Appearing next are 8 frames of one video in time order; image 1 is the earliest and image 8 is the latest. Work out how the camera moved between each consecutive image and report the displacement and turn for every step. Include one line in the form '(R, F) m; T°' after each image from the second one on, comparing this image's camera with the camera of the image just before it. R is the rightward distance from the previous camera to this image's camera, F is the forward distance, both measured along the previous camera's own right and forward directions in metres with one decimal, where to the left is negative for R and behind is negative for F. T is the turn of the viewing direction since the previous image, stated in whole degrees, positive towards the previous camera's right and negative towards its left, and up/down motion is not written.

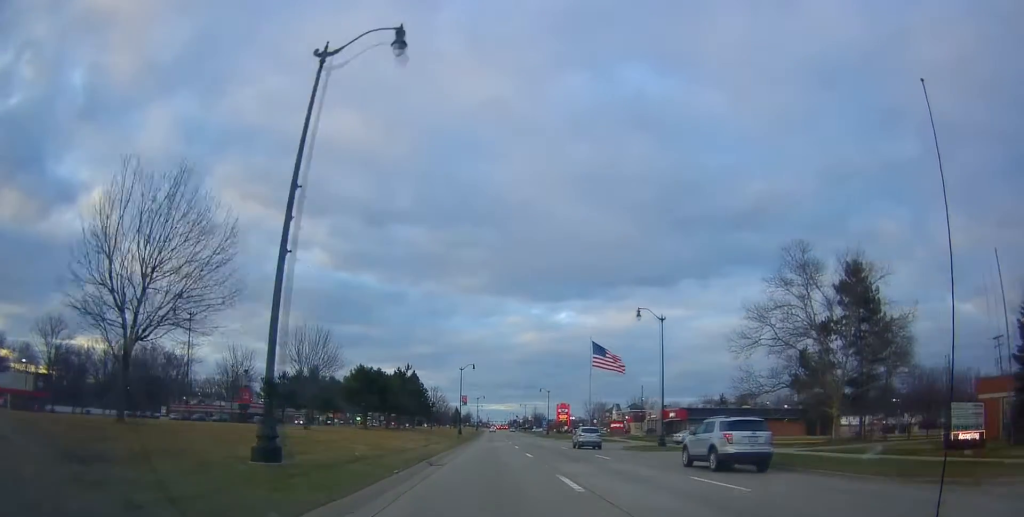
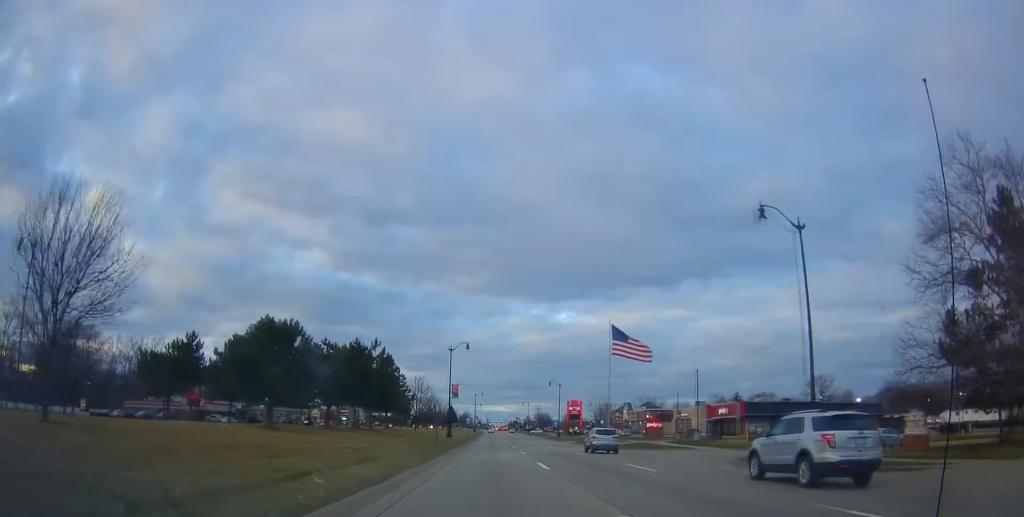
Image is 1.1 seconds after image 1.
(+0.1, +22.9) m; -1°
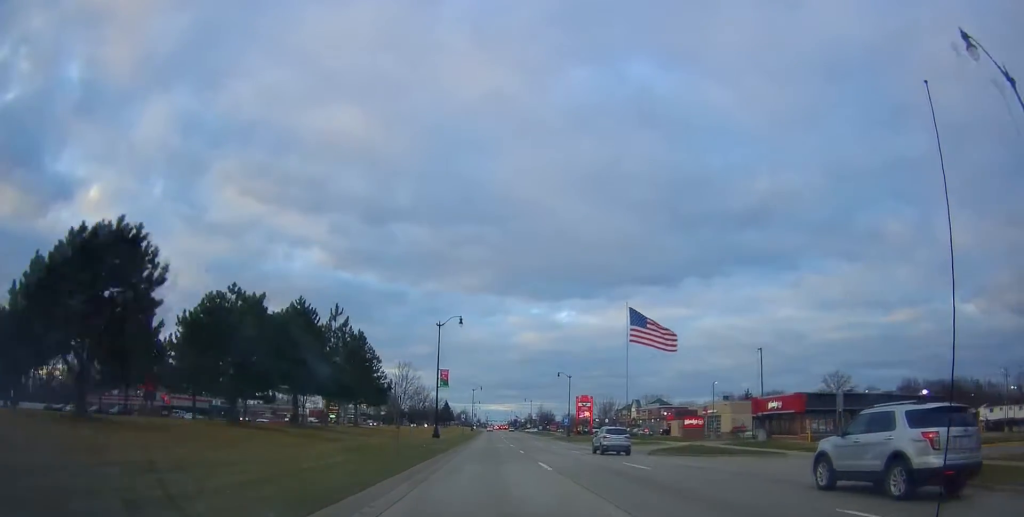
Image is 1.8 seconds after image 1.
(-0.5, +15.4) m; 0°
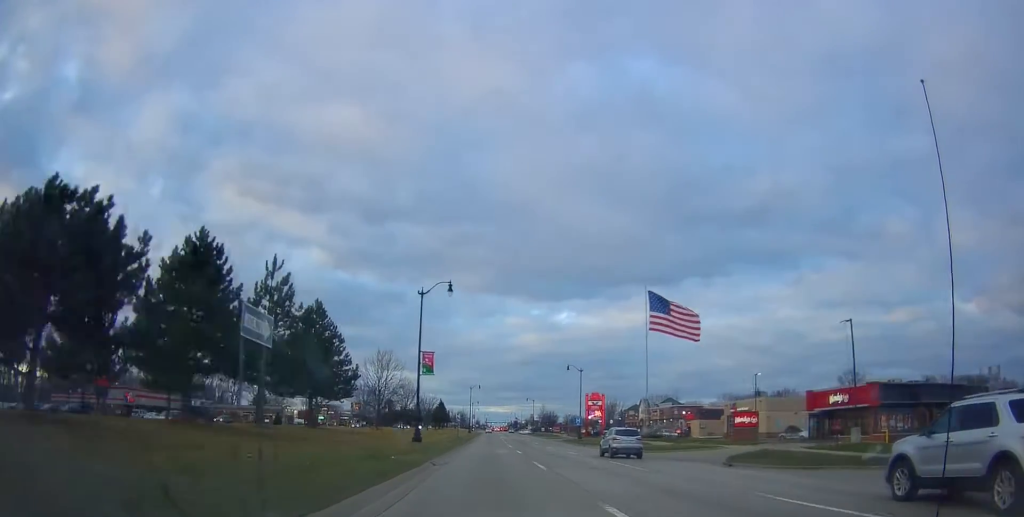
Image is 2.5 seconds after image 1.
(+0.5, +13.2) m; +1°
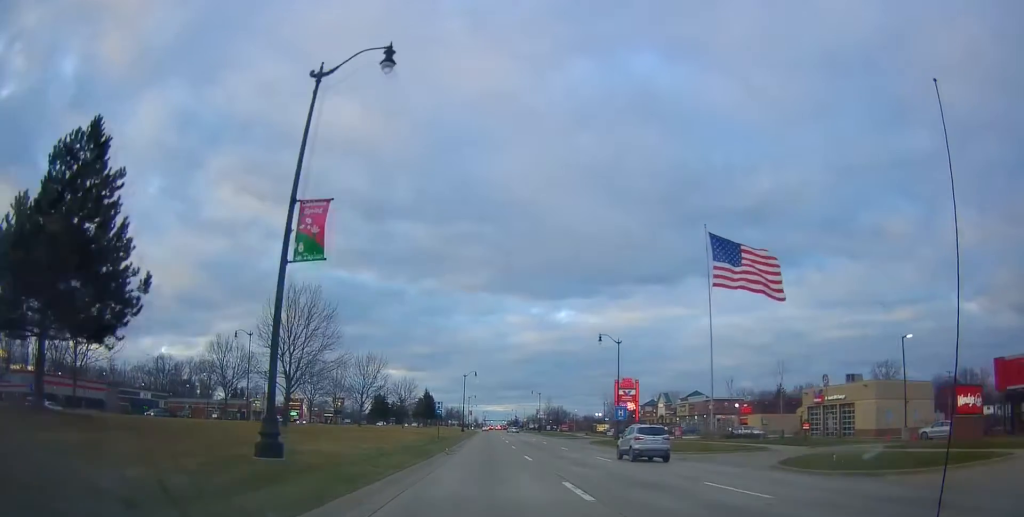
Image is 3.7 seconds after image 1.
(-0.1, +26.4) m; 0°
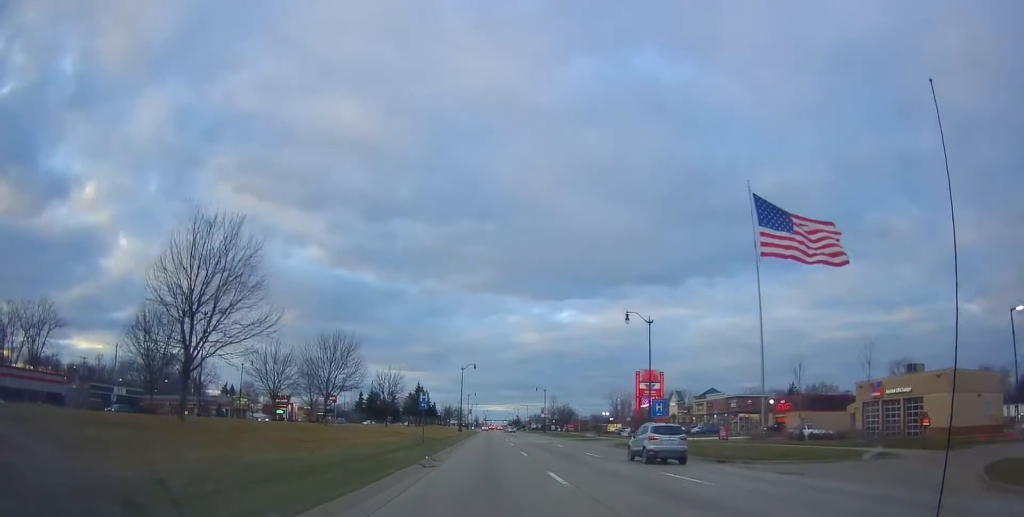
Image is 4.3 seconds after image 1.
(+0.2, +11.8) m; +1°
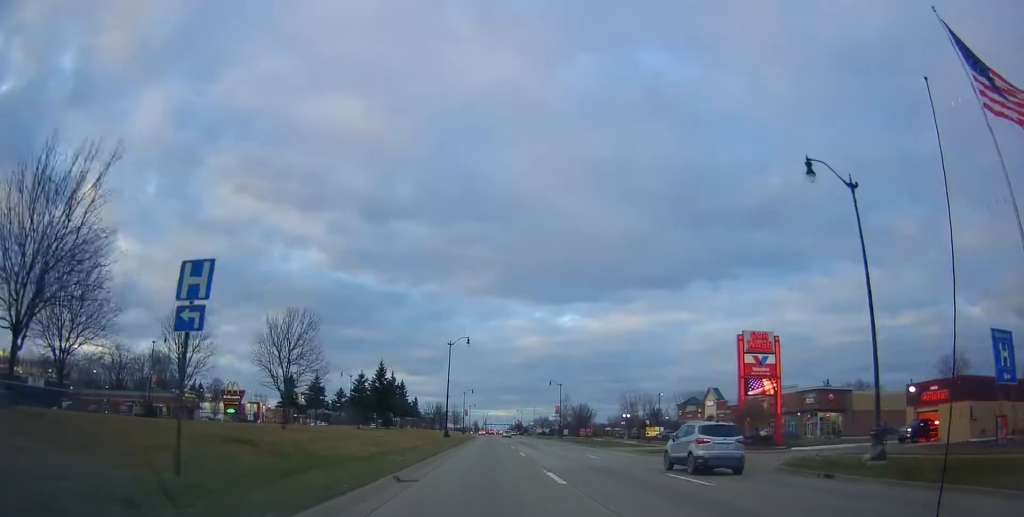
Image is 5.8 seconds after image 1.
(+0.3, +30.4) m; -2°
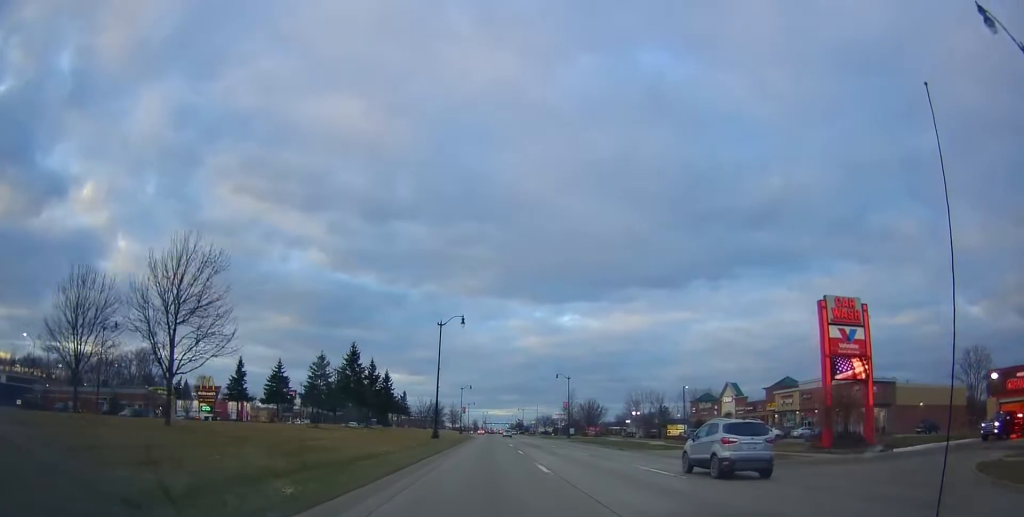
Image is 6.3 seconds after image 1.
(-0.4, +11.5) m; 0°
